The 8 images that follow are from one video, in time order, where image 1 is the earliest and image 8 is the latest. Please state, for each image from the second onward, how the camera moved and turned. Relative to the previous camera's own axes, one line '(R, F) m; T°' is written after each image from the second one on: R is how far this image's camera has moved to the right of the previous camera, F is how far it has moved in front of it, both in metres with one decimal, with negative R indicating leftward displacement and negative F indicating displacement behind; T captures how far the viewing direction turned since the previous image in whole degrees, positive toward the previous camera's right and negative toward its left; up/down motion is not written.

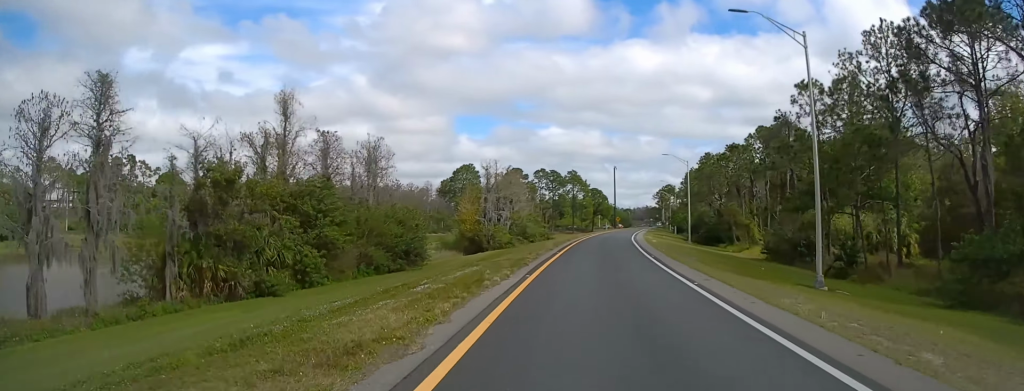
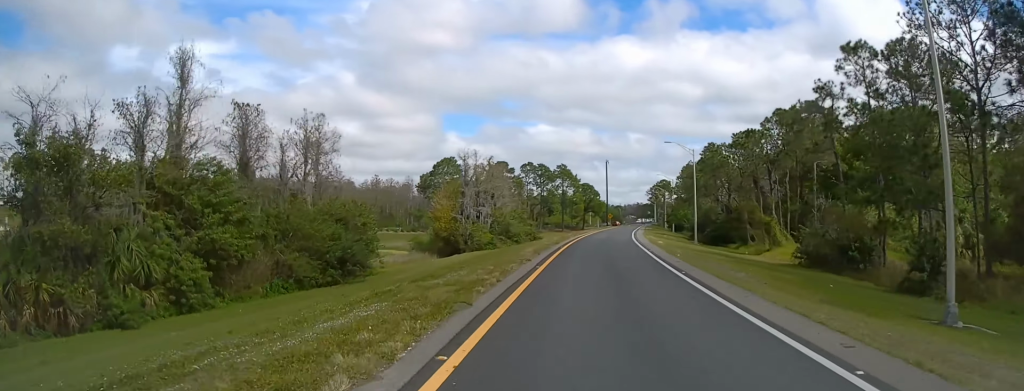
(+0.2, +11.3) m; +1°
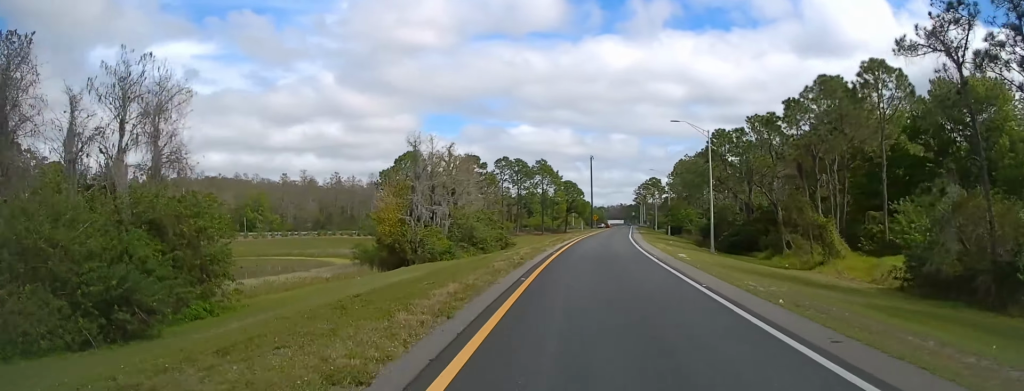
(+0.1, +17.9) m; +1°
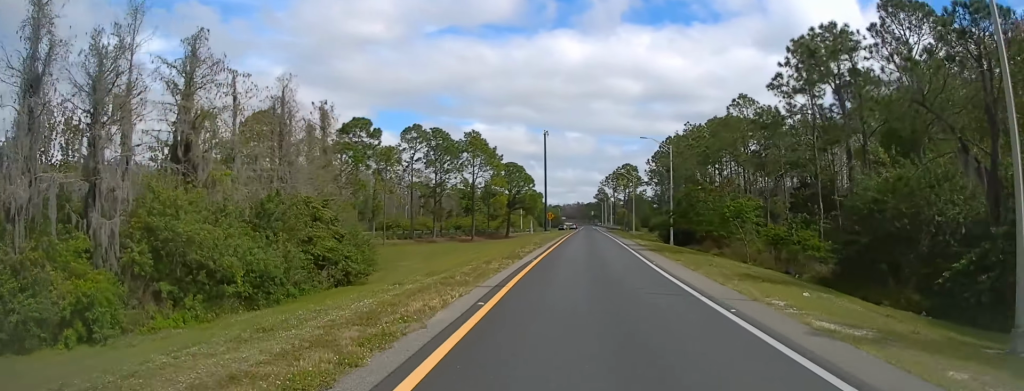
(+0.9, +47.1) m; +2°
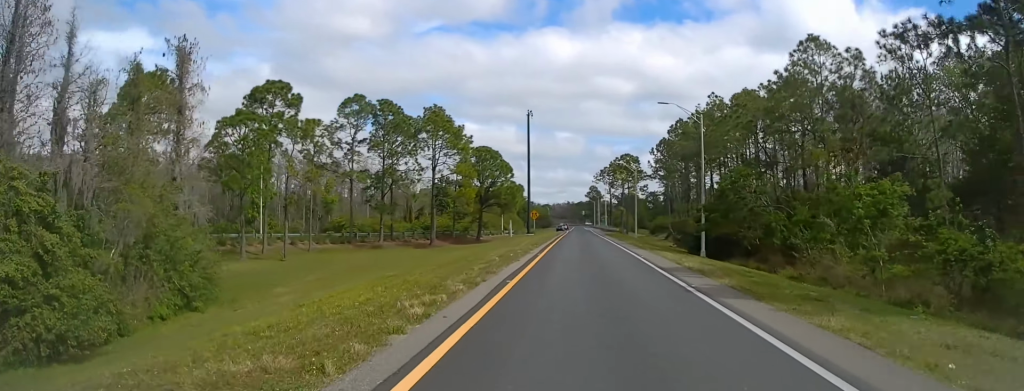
(+0.2, +22.6) m; 0°
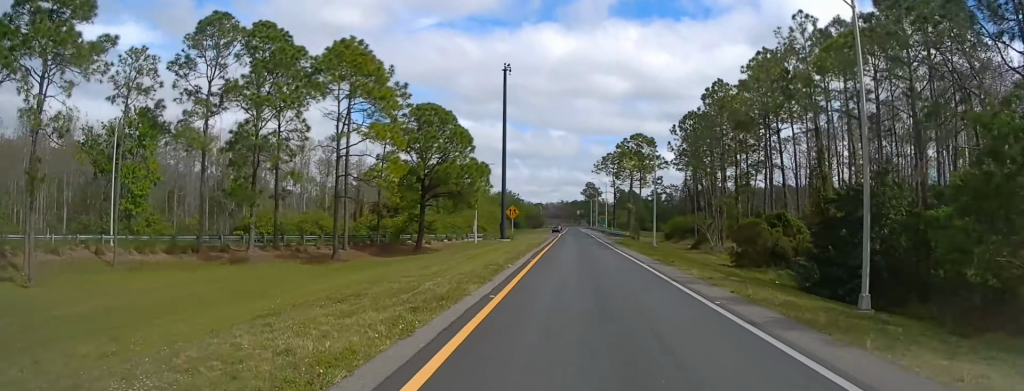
(-0.1, +30.2) m; 0°
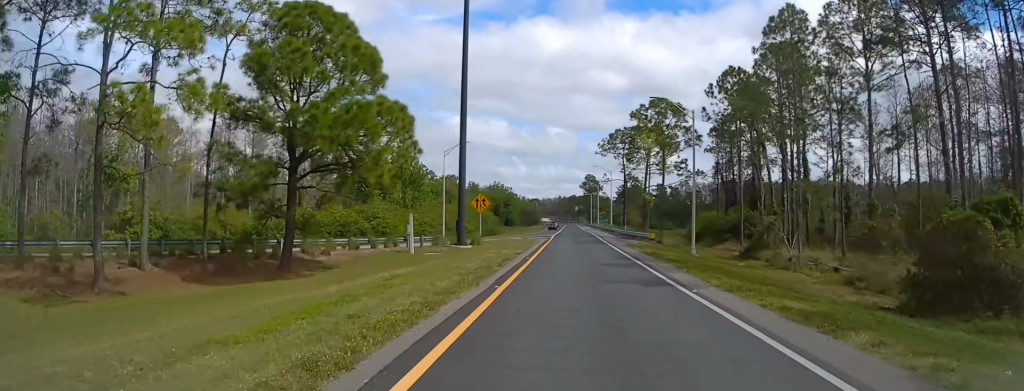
(+0.2, +25.5) m; 0°
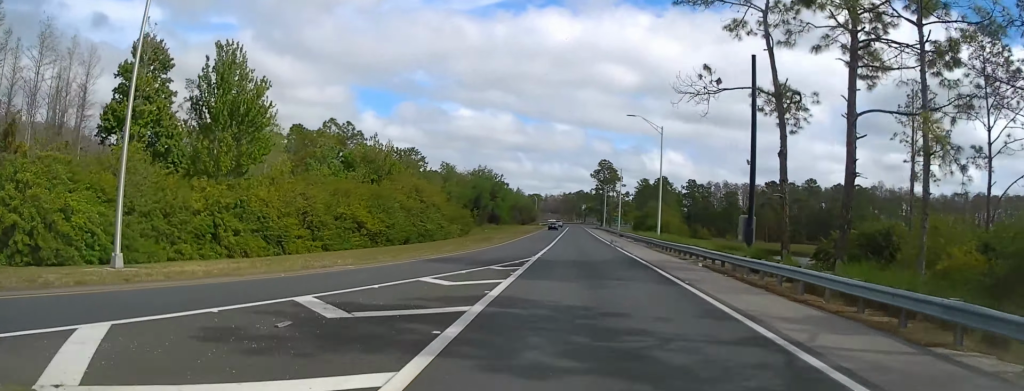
(-0.8, +61.3) m; -1°
